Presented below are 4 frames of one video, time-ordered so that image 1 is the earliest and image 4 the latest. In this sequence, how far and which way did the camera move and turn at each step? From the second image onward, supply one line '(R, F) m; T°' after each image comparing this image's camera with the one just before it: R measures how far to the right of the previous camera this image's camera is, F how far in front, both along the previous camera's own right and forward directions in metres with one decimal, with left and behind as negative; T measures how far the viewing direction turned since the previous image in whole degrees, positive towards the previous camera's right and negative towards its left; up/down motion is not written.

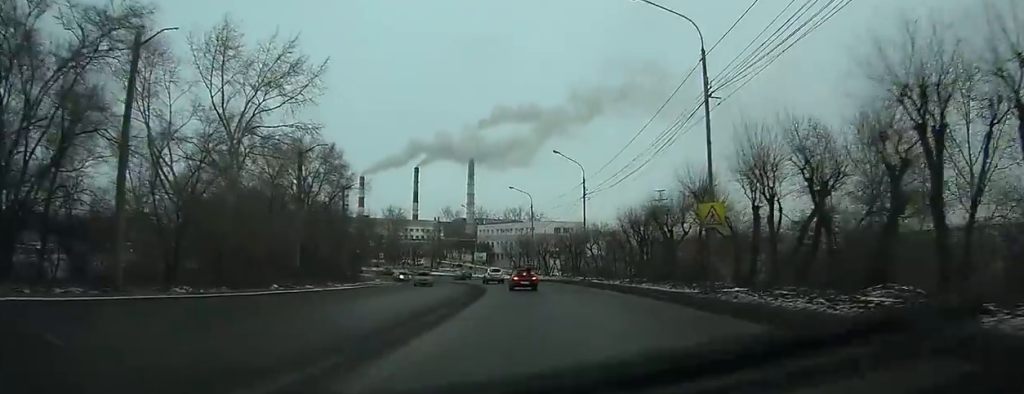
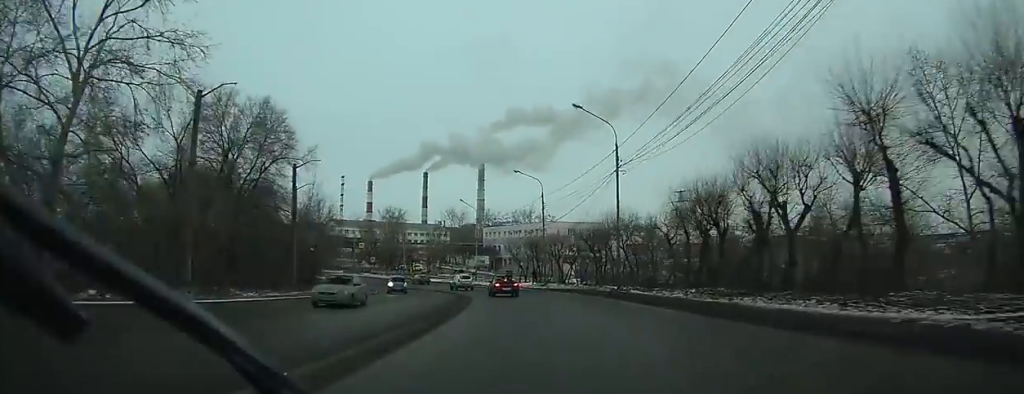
(-0.1, +15.7) m; -1°
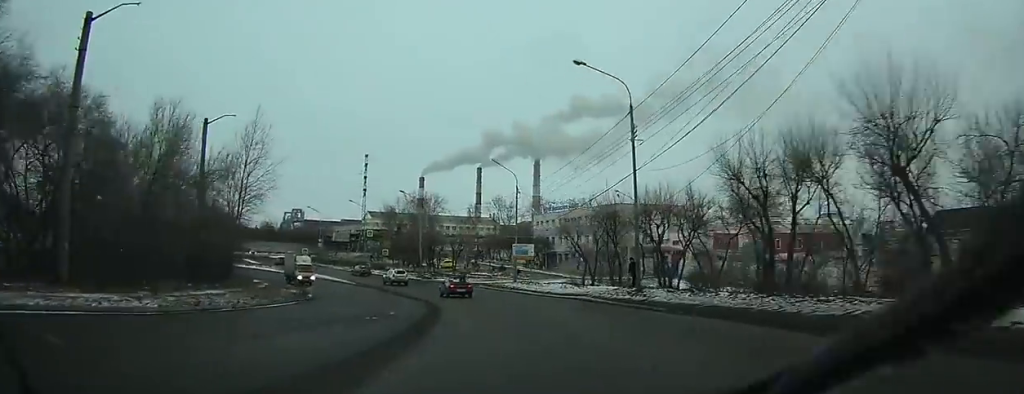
(-0.9, +29.7) m; -5°
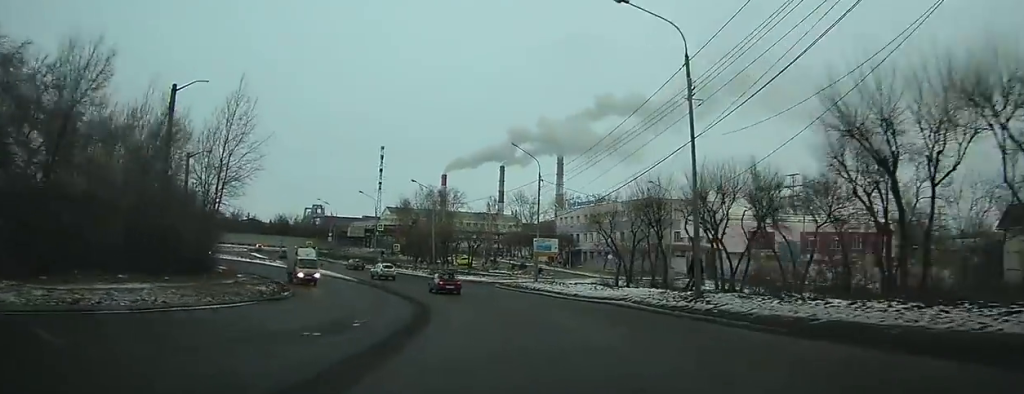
(0.0, +7.1) m; -3°
